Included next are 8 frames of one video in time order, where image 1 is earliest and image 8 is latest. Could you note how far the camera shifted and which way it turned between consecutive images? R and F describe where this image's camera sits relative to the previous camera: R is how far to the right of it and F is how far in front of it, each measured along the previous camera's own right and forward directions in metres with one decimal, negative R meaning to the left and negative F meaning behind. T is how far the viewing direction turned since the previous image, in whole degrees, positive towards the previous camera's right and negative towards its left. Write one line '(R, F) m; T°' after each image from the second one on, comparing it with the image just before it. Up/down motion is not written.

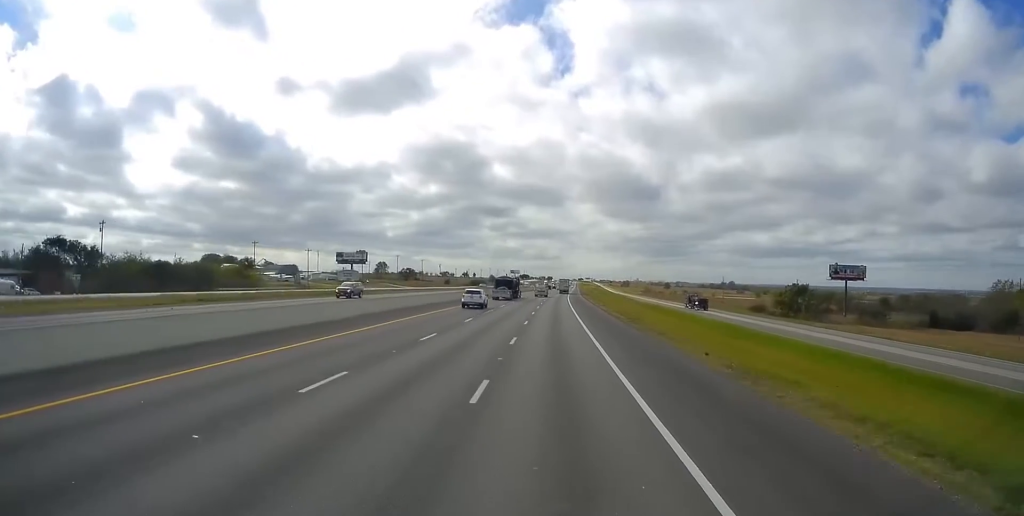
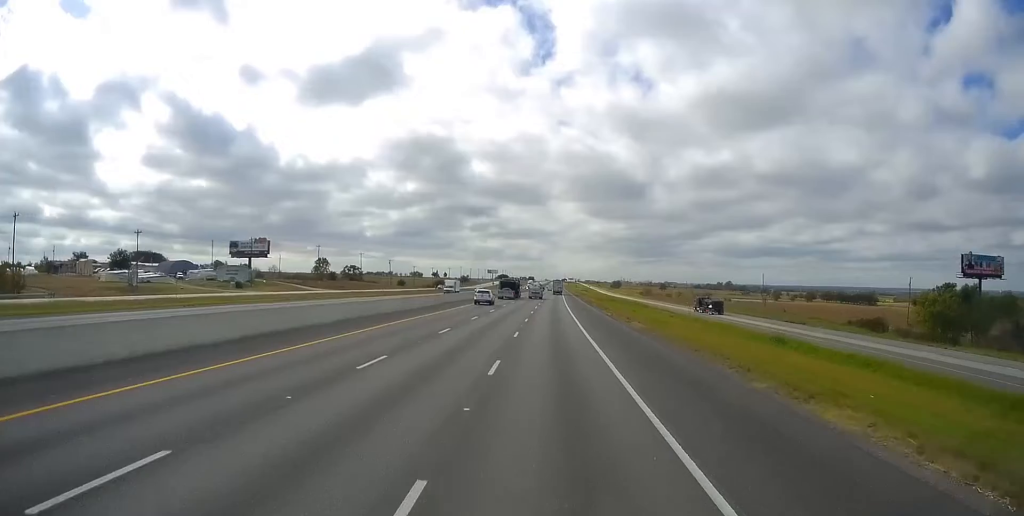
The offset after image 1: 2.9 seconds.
(+0.3, +82.6) m; +1°
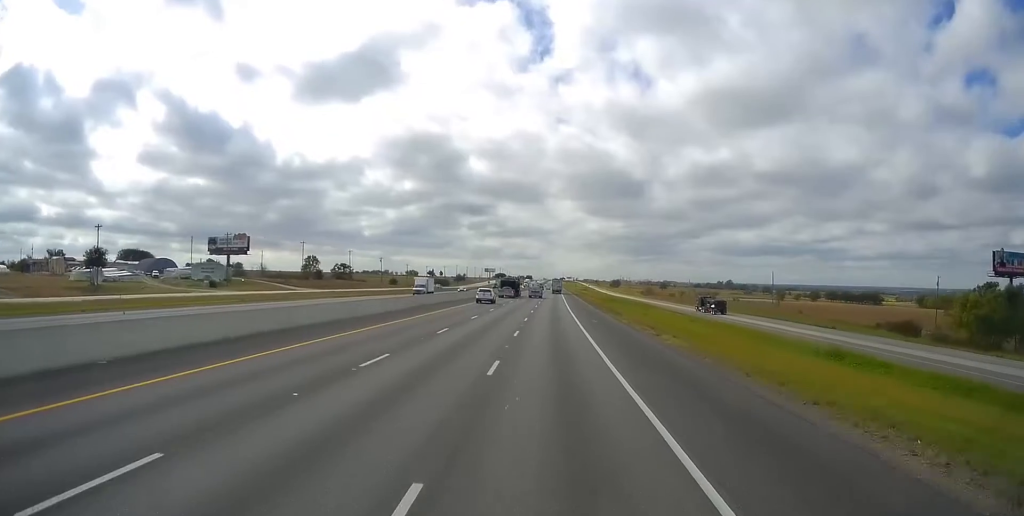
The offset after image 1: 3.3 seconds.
(0.0, +12.6) m; 0°
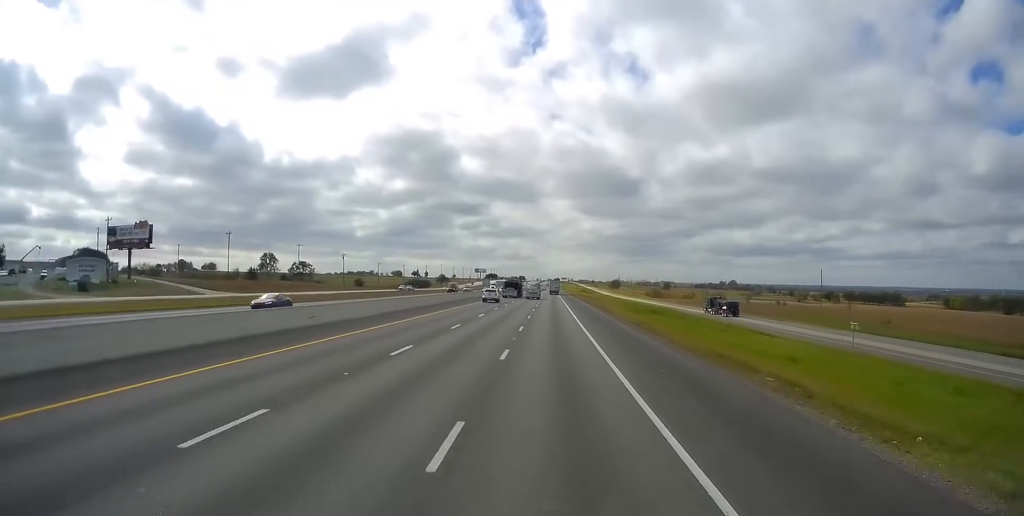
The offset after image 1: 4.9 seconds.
(+1.4, +46.9) m; +3°
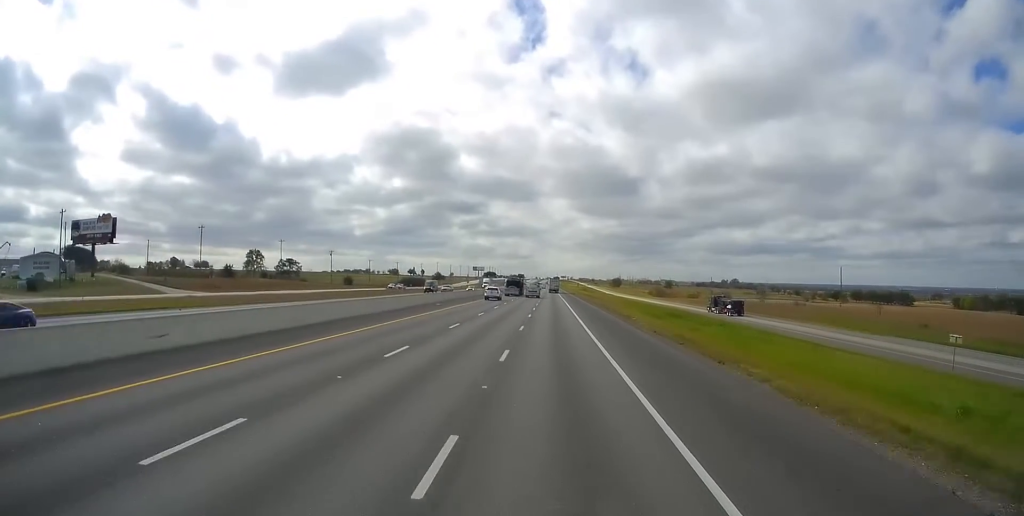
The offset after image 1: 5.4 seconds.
(+0.5, +13.7) m; 0°
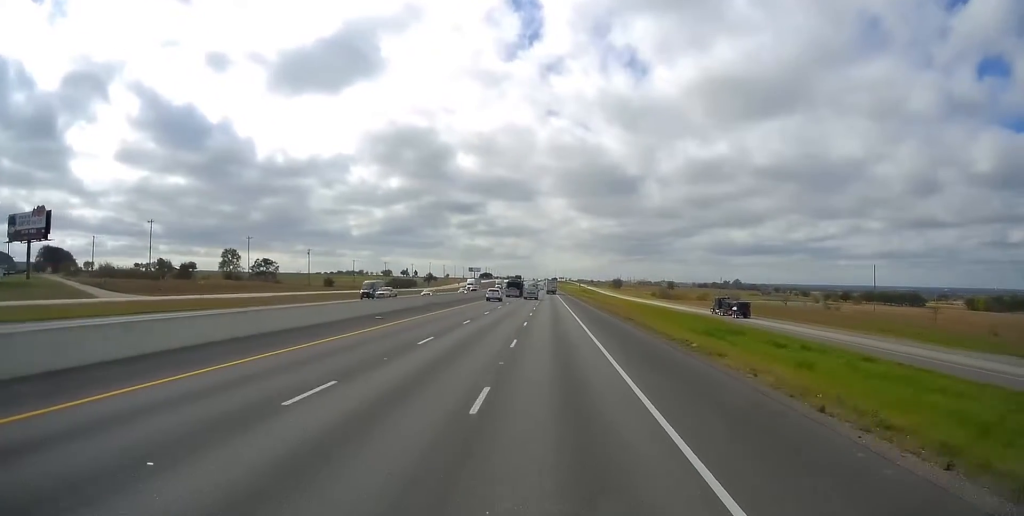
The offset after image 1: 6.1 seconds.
(-0.8, +20.3) m; -1°
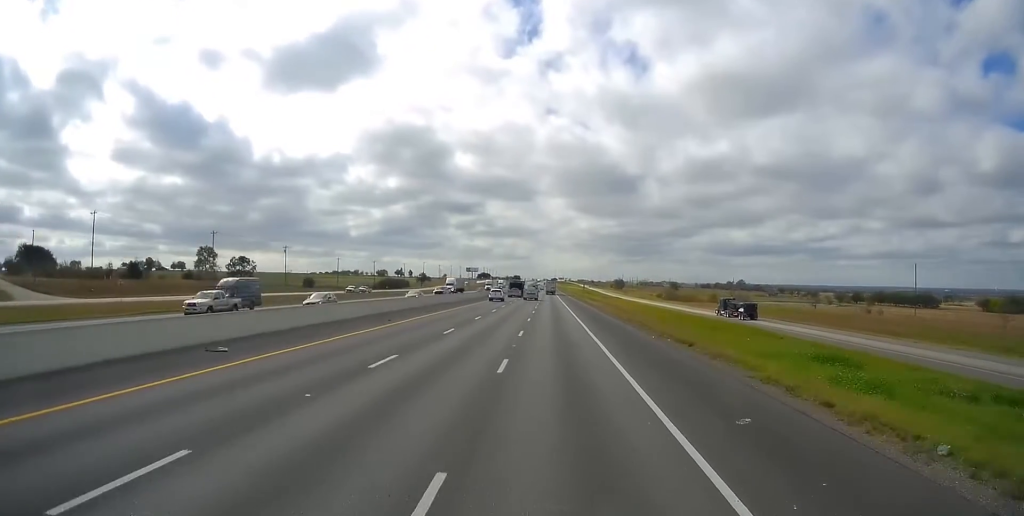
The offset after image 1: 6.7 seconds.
(-0.1, +19.4) m; 0°
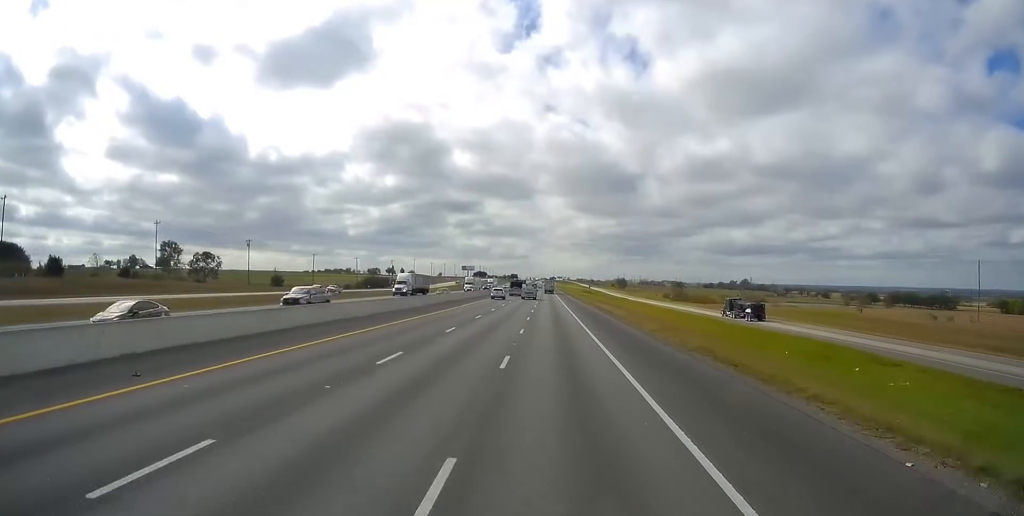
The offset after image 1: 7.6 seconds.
(+0.1, +24.2) m; 0°
